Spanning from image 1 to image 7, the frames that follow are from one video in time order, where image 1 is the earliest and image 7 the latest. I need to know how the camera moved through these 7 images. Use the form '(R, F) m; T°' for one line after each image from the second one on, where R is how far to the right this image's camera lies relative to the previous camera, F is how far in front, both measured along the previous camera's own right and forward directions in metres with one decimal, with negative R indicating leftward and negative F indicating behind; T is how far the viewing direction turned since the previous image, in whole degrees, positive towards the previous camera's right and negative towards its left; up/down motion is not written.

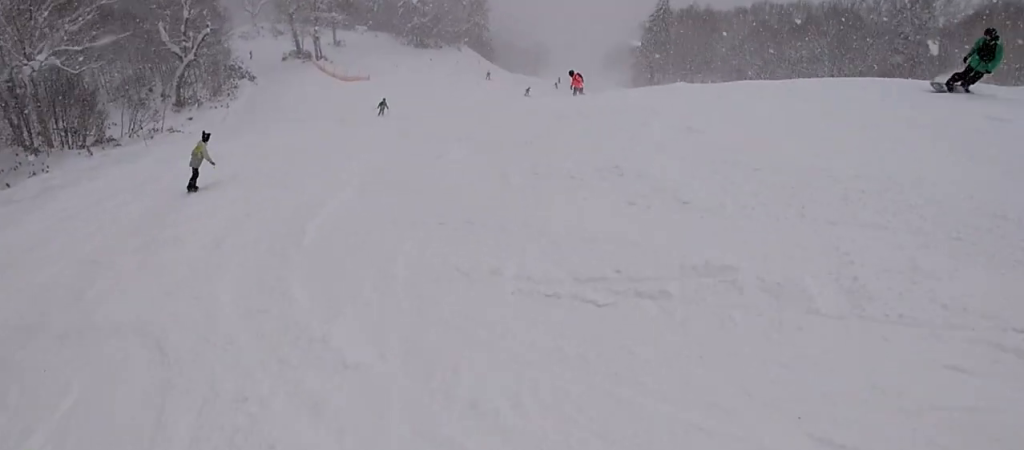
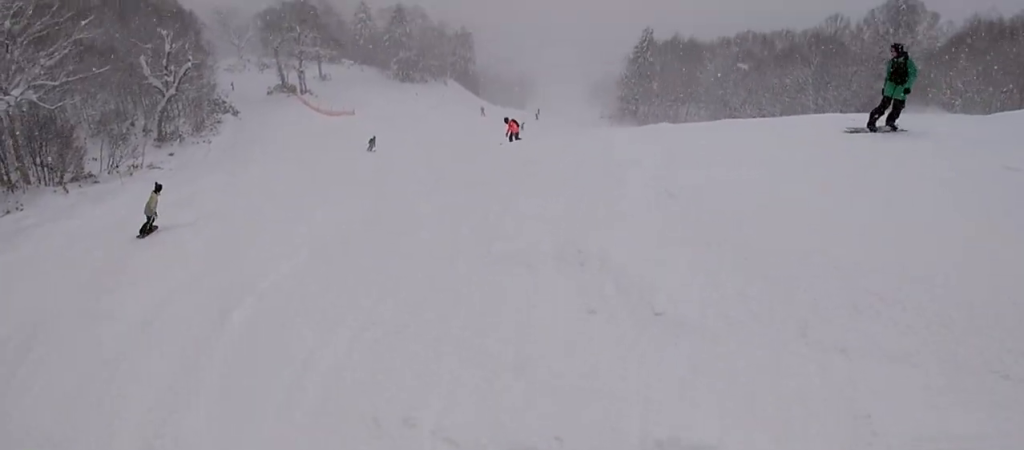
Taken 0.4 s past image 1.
(+0.4, +1.3) m; +6°
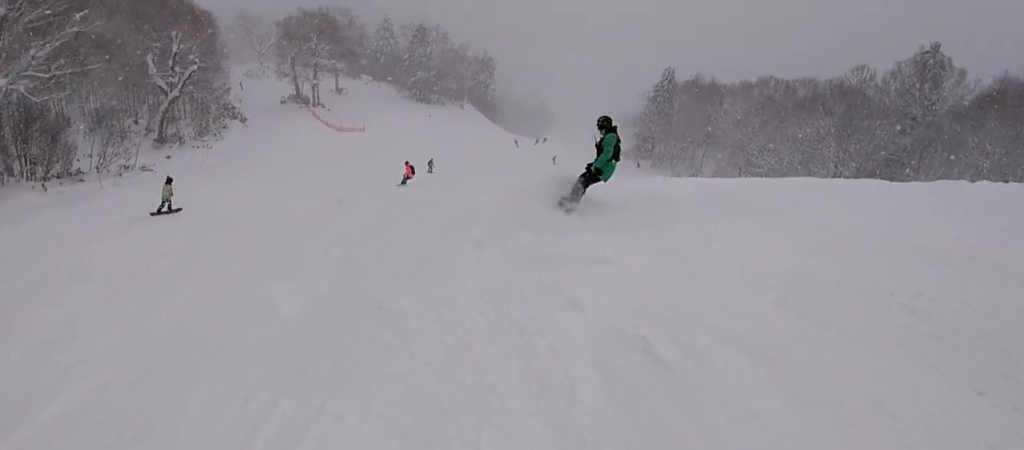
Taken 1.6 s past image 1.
(-0.7, +3.3) m; -24°
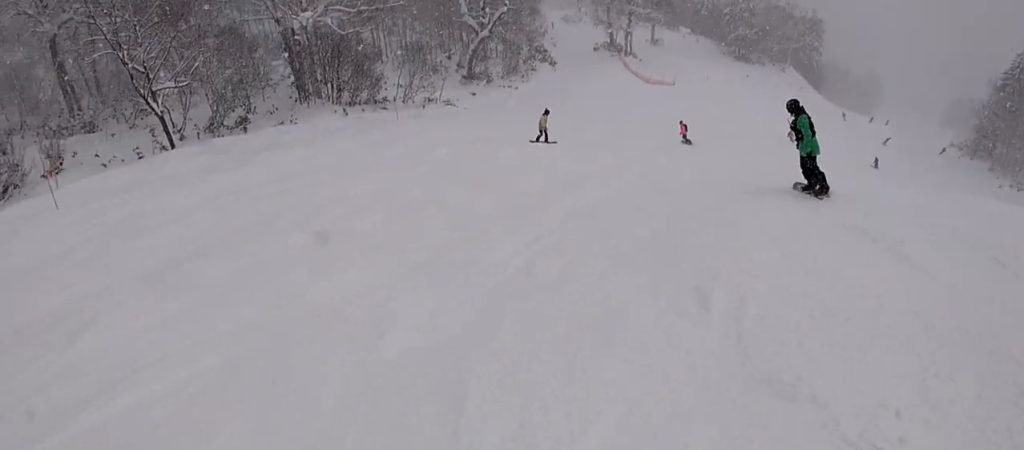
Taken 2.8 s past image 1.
(-0.8, +3.8) m; -24°
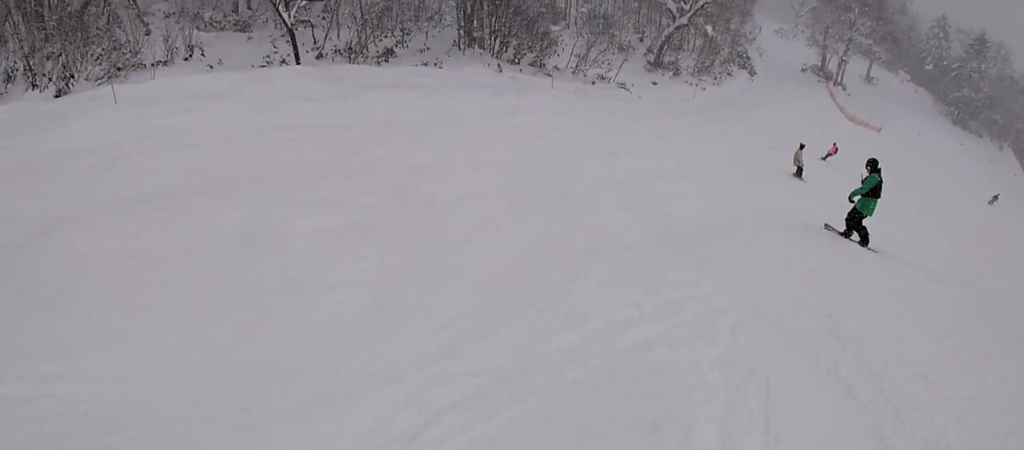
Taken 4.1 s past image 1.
(-1.2, +4.8) m; -30°
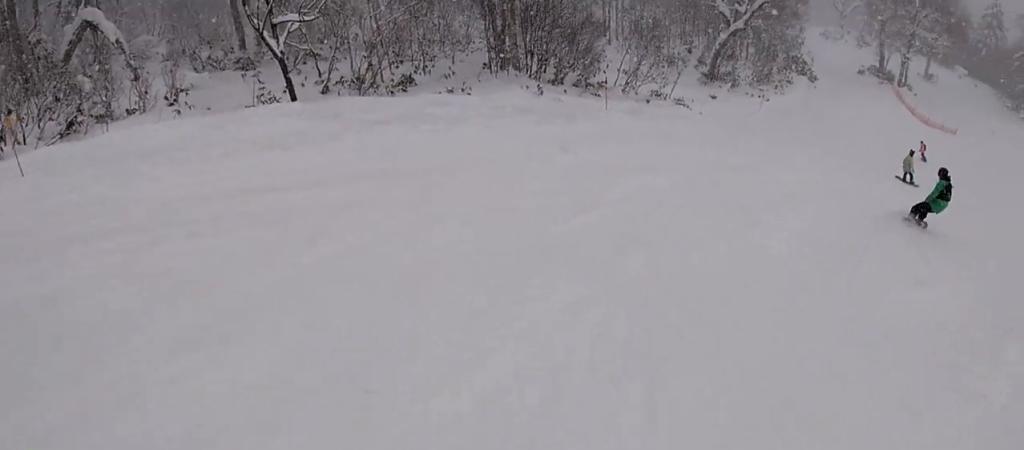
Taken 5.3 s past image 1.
(-1.3, +5.2) m; +2°
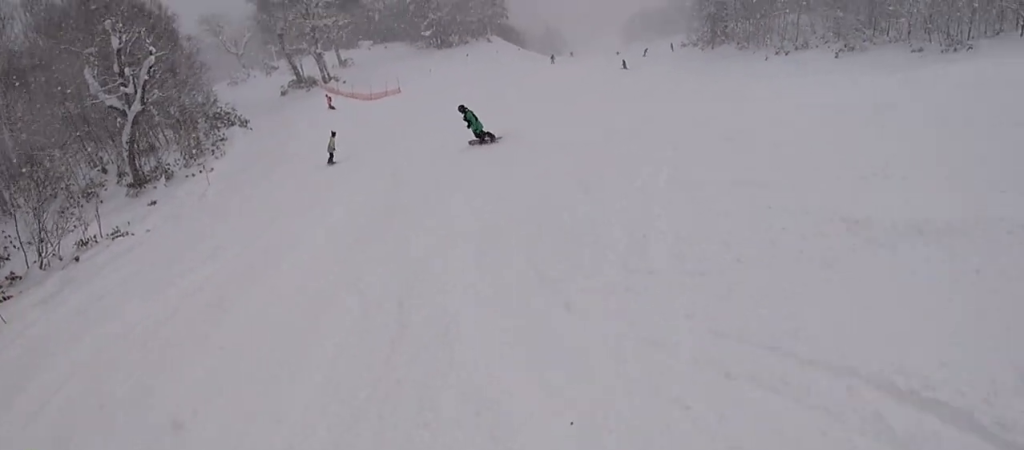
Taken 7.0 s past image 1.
(+3.6, +5.9) m; +54°
